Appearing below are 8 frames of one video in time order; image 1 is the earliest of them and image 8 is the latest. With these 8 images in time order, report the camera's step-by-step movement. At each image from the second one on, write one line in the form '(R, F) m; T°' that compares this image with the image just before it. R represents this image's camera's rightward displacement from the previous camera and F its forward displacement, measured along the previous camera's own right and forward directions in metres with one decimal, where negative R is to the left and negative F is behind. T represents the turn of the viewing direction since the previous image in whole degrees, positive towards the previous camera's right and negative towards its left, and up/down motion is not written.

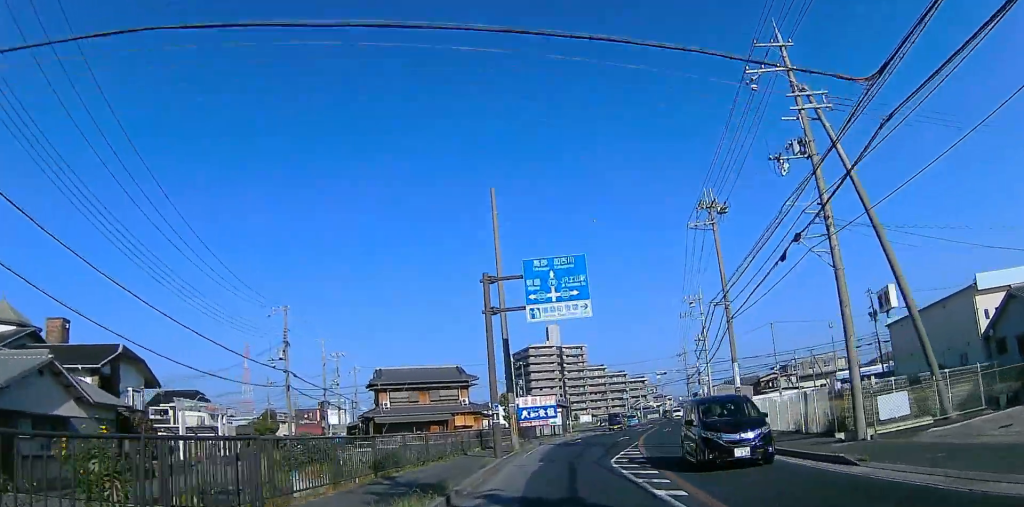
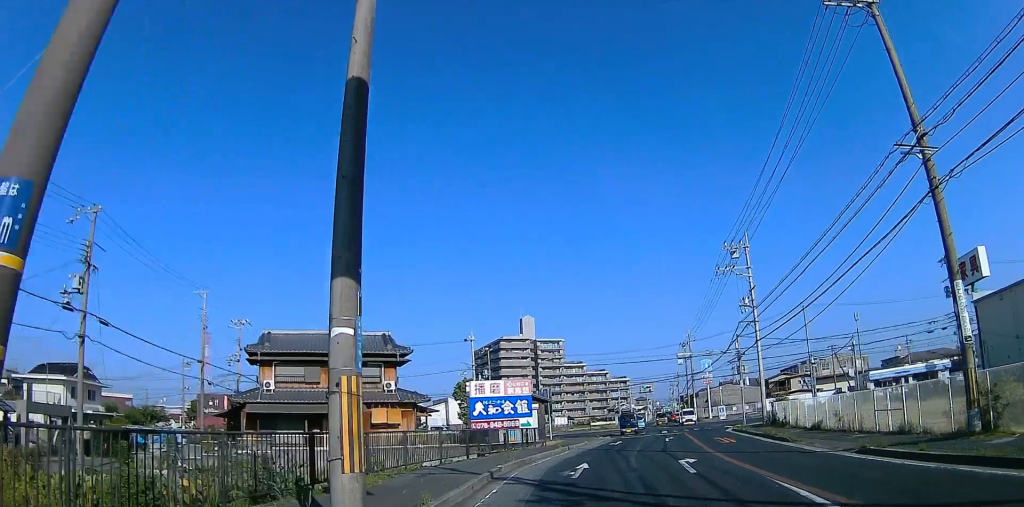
(0.0, +22.1) m; 0°
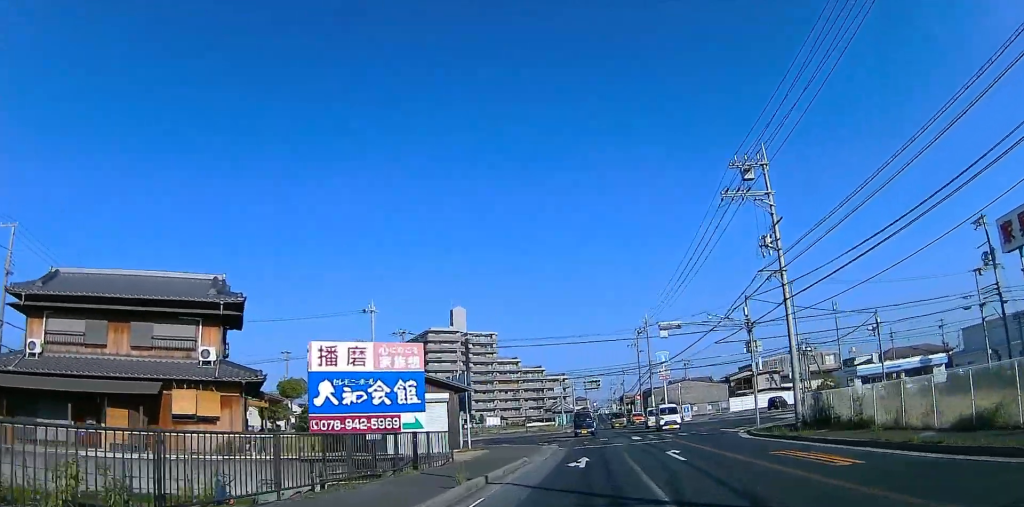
(+0.5, +15.7) m; +6°
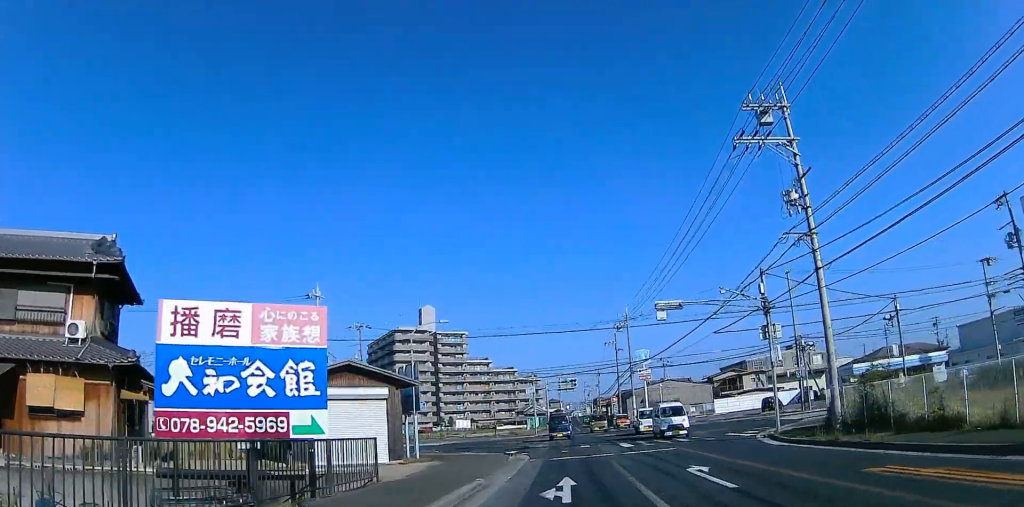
(+0.5, +6.6) m; +2°
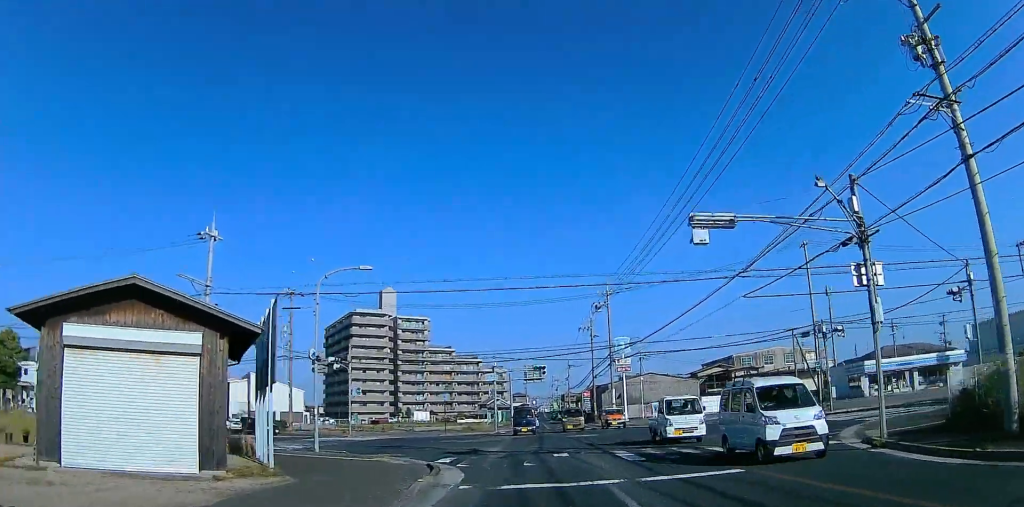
(+0.1, +11.6) m; +5°
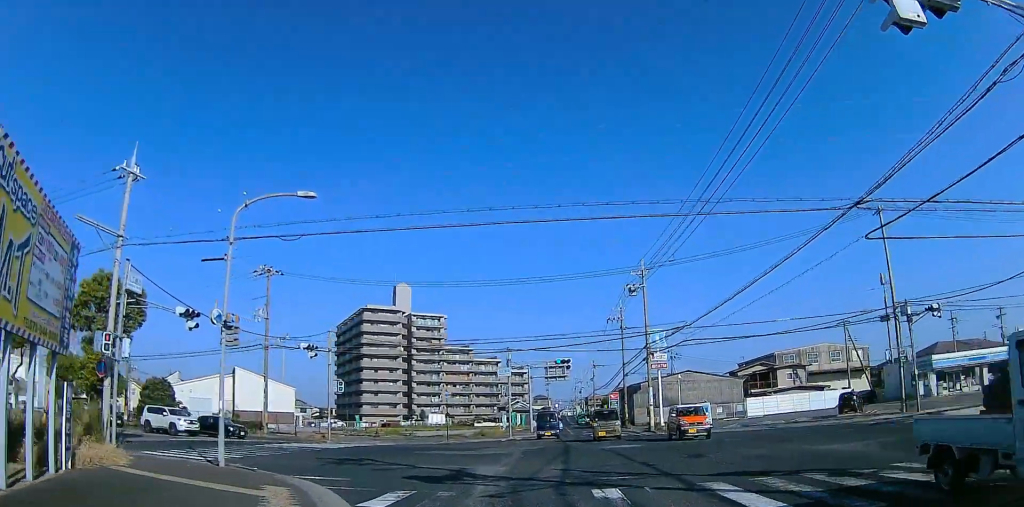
(+0.9, +10.5) m; +3°
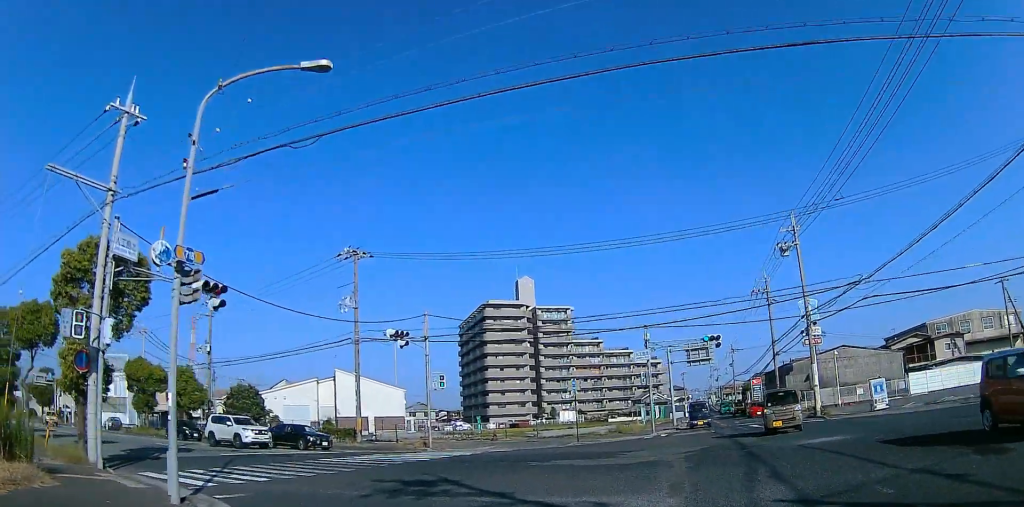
(-0.3, +9.3) m; -11°
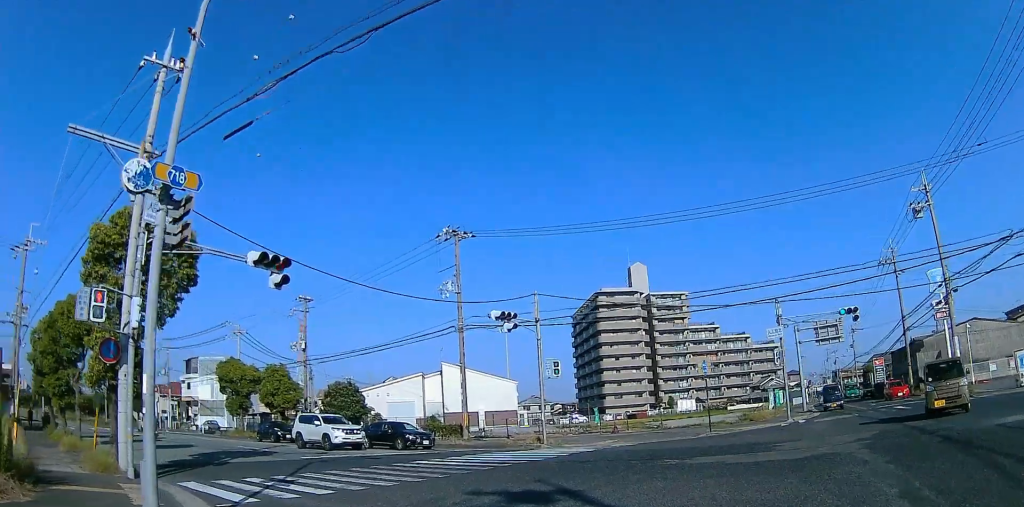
(-0.3, +4.5) m; -9°
